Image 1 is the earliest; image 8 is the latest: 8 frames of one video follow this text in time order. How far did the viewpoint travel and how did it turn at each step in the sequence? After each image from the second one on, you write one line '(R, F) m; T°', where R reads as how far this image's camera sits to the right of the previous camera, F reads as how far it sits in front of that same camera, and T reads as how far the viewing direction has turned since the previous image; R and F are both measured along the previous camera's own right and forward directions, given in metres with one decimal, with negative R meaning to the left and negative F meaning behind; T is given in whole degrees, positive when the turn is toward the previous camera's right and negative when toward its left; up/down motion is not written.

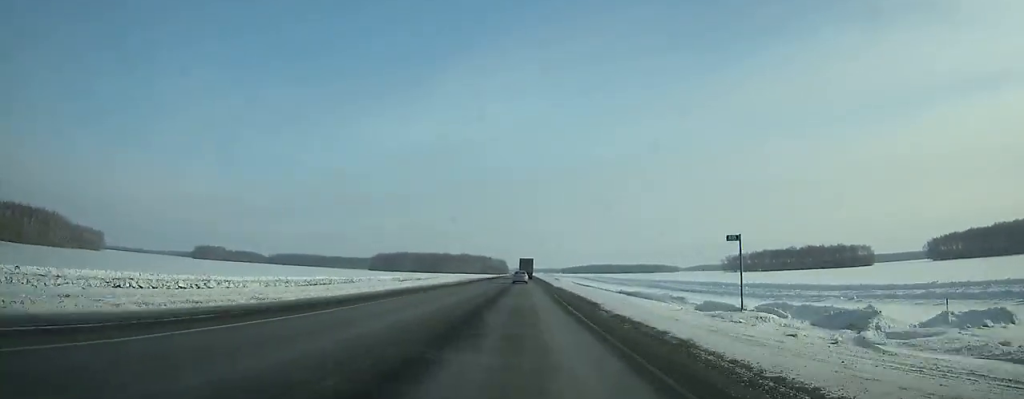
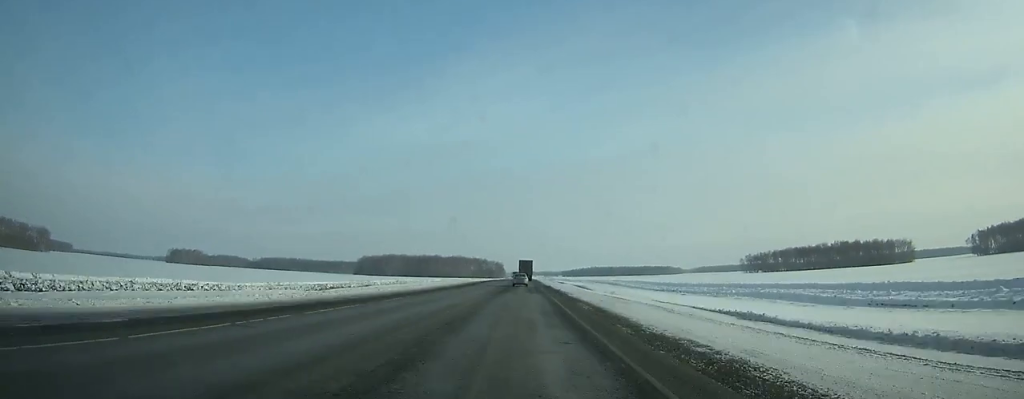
(+0.4, +68.0) m; 0°
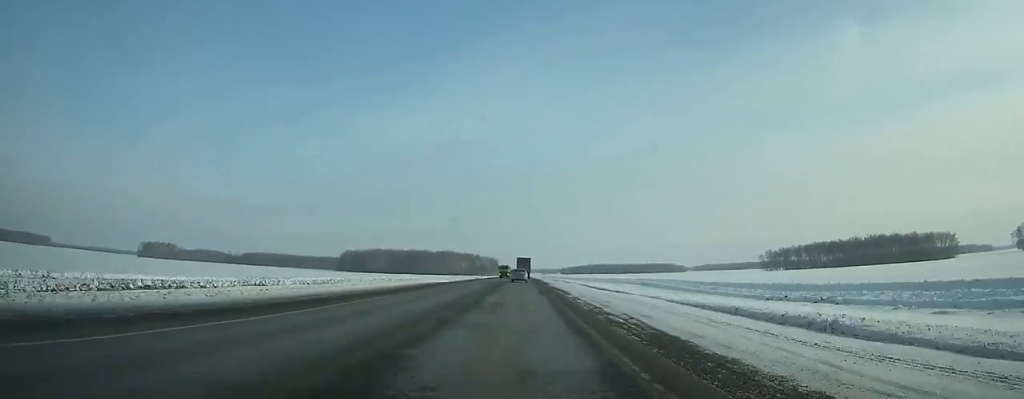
(+0.1, +60.8) m; 0°
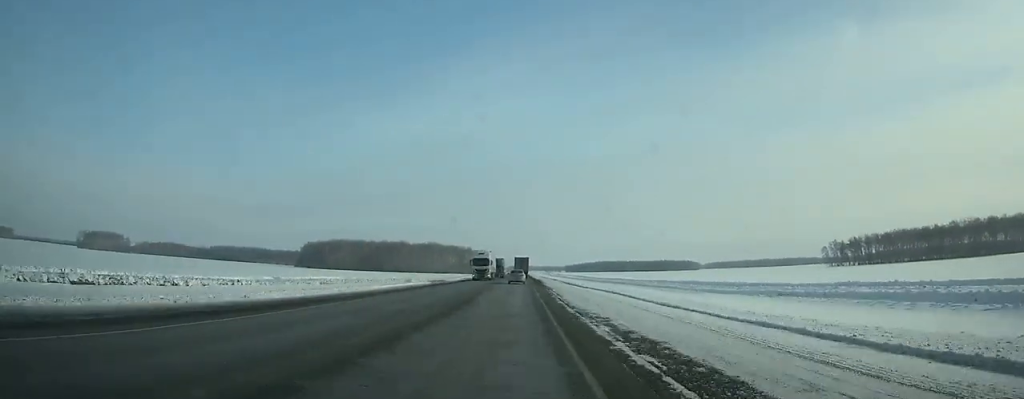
(-0.4, +124.5) m; -1°
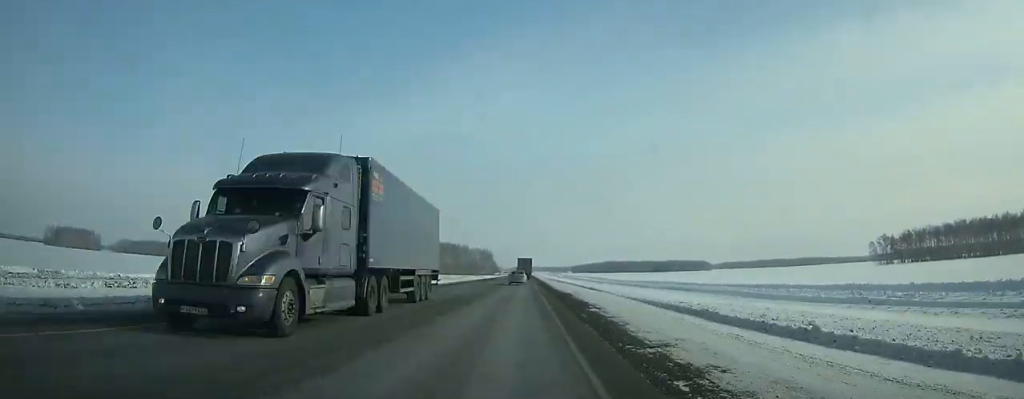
(-0.3, +60.3) m; 0°
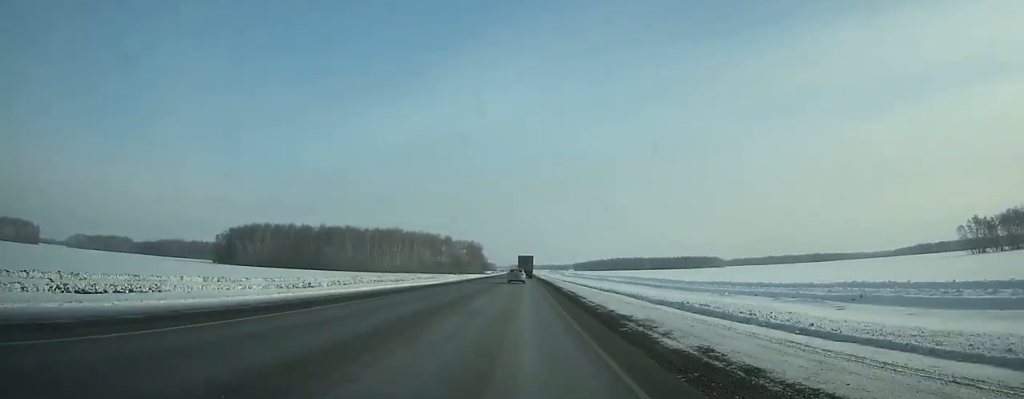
(+0.3, +88.4) m; 0°
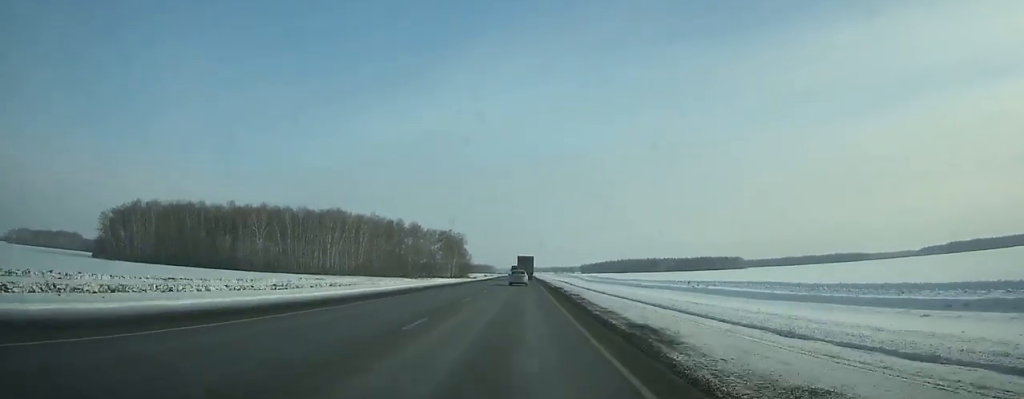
(+0.2, +97.4) m; 0°
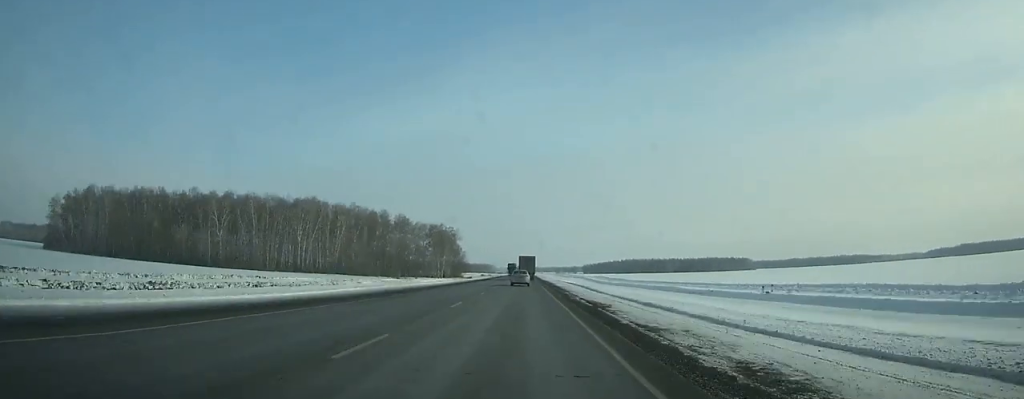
(0.0, +26.0) m; 0°
